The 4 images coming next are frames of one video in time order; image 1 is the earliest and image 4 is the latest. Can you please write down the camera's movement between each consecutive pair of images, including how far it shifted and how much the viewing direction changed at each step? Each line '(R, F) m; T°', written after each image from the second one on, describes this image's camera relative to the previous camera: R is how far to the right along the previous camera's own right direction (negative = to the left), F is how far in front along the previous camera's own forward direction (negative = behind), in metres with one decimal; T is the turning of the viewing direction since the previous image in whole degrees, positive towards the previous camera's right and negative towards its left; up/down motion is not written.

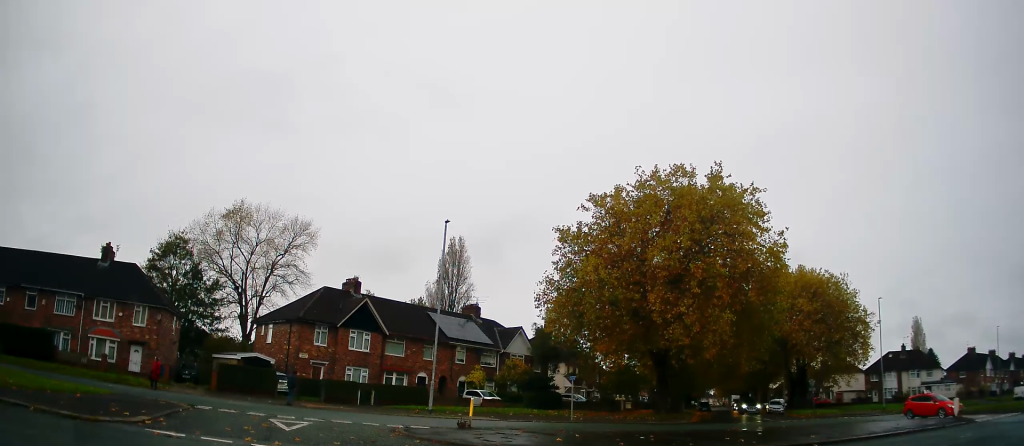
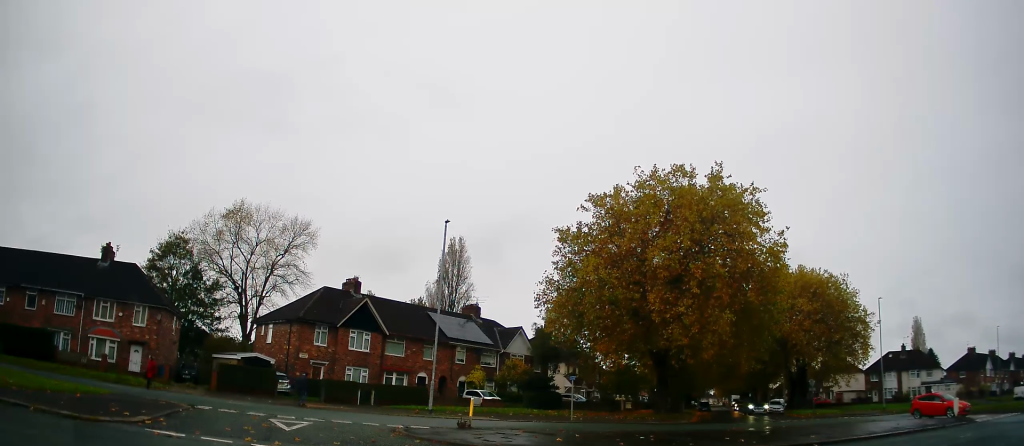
(0.0, 0.0) m; 0°
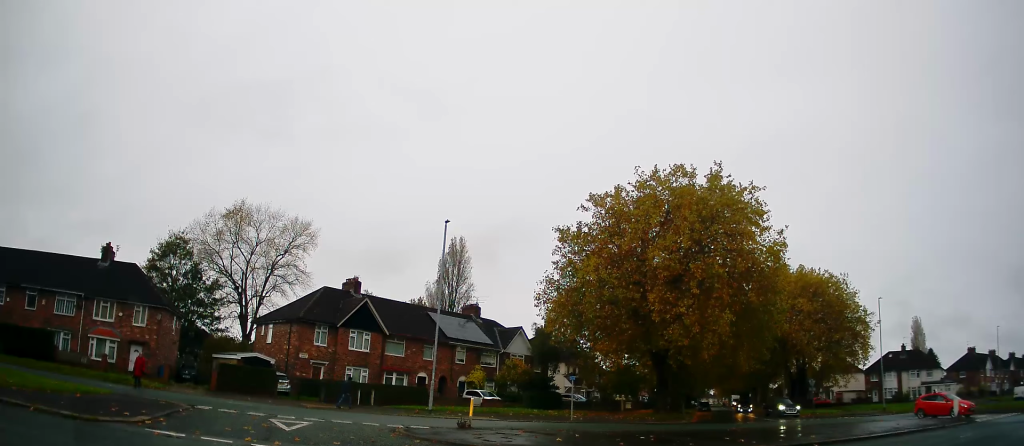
(0.0, 0.0) m; 0°
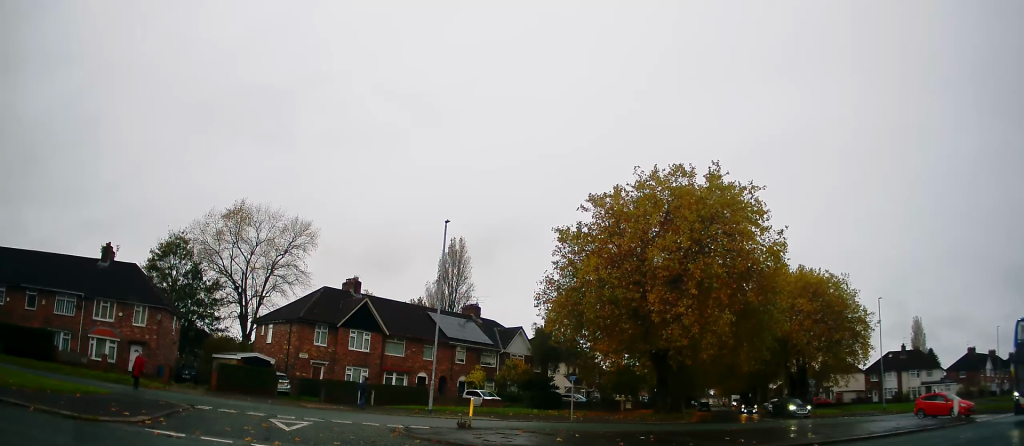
(0.0, 0.0) m; 0°
